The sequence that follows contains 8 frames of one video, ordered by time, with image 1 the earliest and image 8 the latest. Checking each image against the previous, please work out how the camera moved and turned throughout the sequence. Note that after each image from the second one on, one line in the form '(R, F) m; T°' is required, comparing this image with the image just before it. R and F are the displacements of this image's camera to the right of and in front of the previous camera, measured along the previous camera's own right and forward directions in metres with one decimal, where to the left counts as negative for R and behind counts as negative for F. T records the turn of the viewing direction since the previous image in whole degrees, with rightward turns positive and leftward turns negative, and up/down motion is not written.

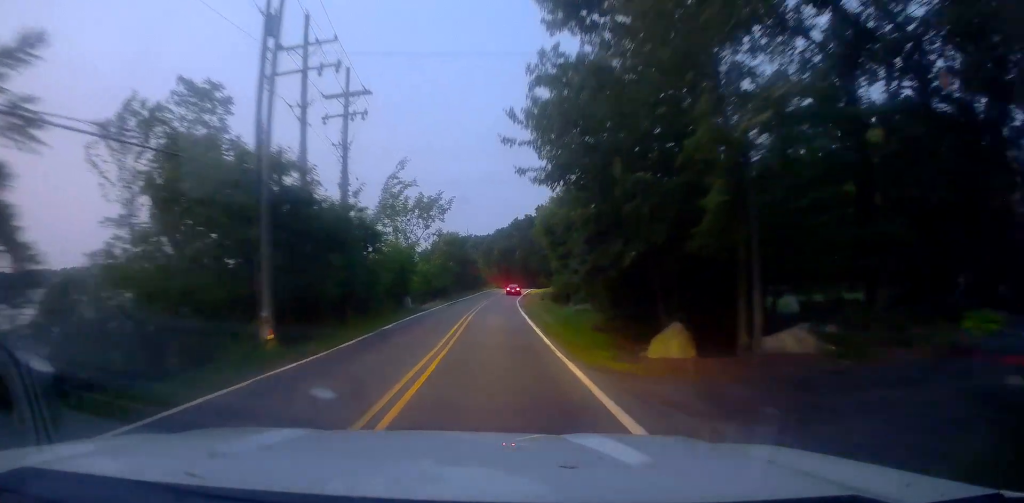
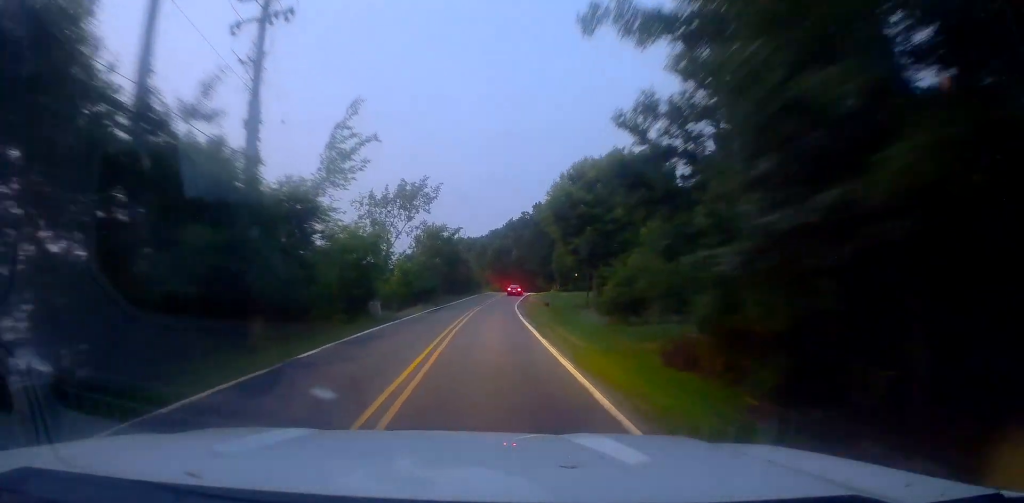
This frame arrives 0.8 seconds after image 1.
(+0.2, +10.1) m; 0°
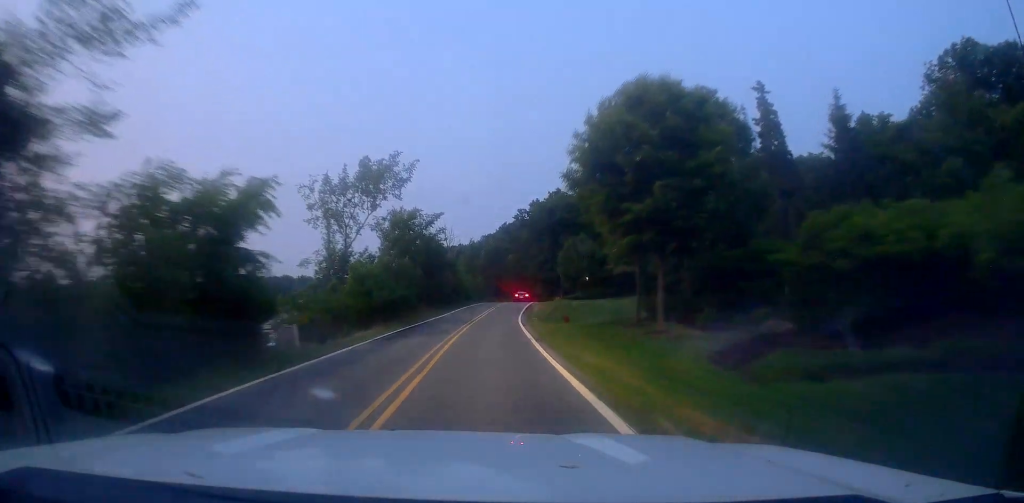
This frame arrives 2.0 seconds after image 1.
(-0.3, +14.7) m; 0°
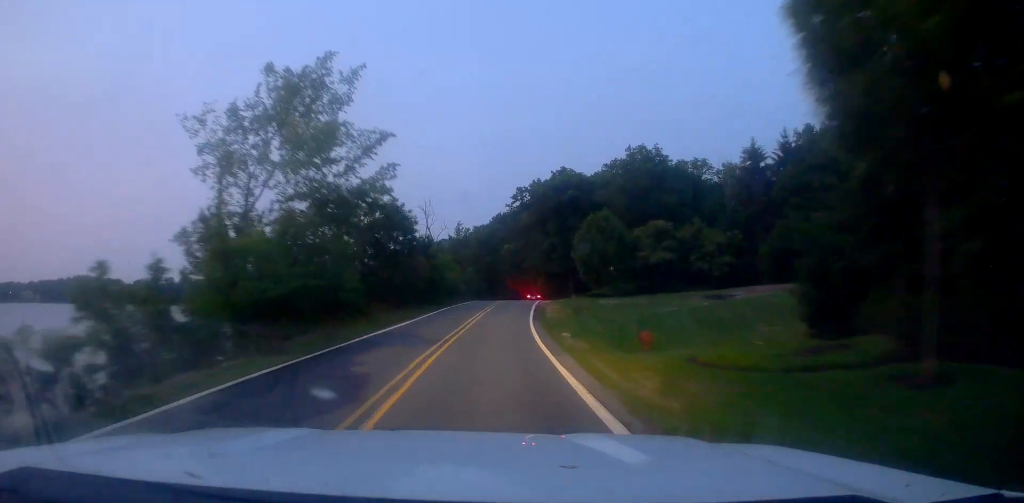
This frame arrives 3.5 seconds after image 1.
(+0.1, +18.4) m; +2°
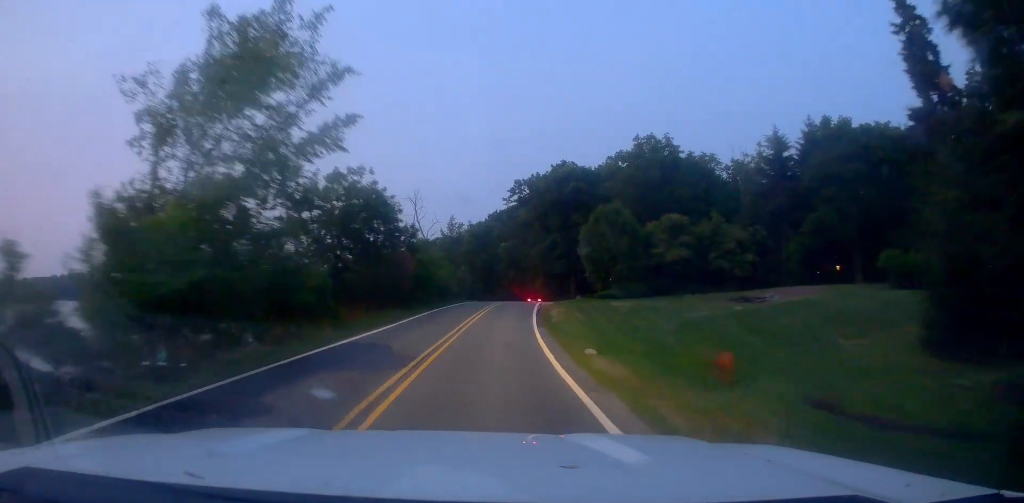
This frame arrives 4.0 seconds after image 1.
(+0.3, +5.9) m; +1°
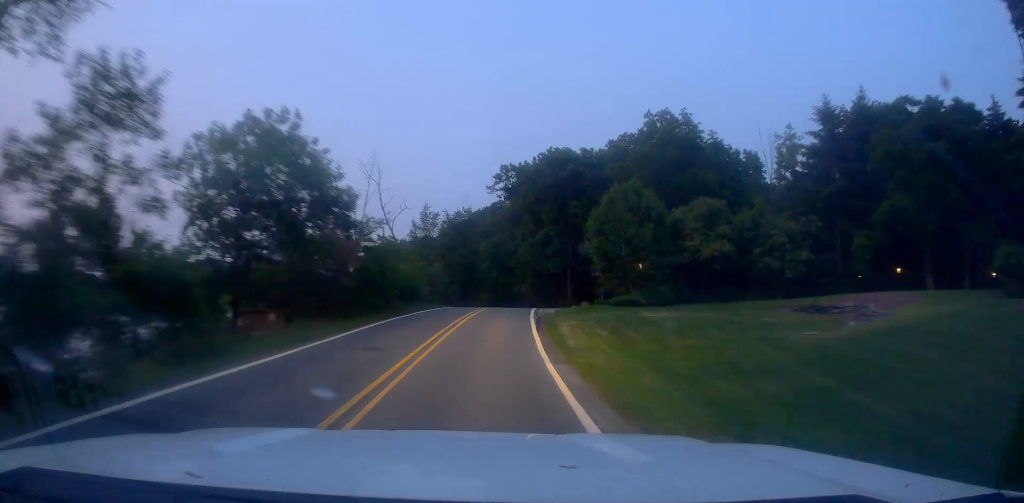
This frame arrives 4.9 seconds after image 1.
(+0.2, +11.8) m; +1°
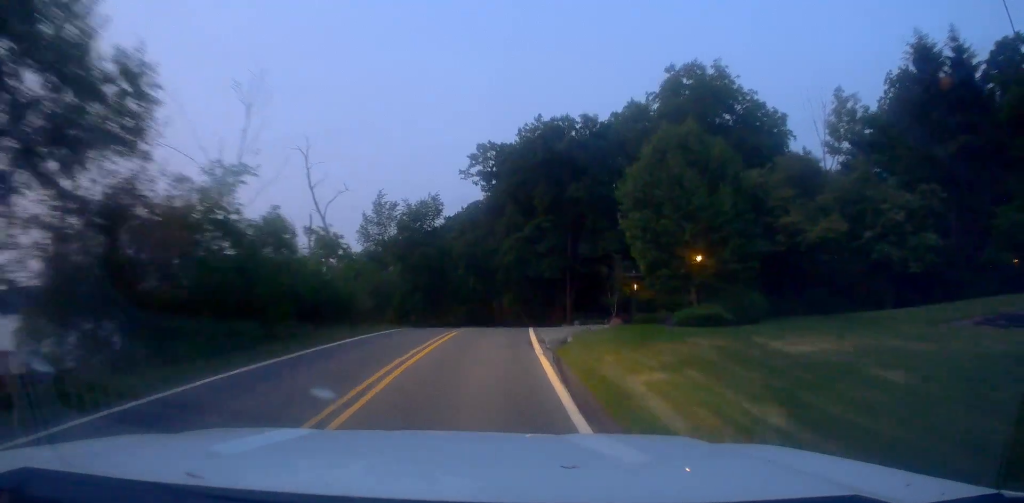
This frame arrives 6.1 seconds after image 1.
(0.0, +14.8) m; -1°
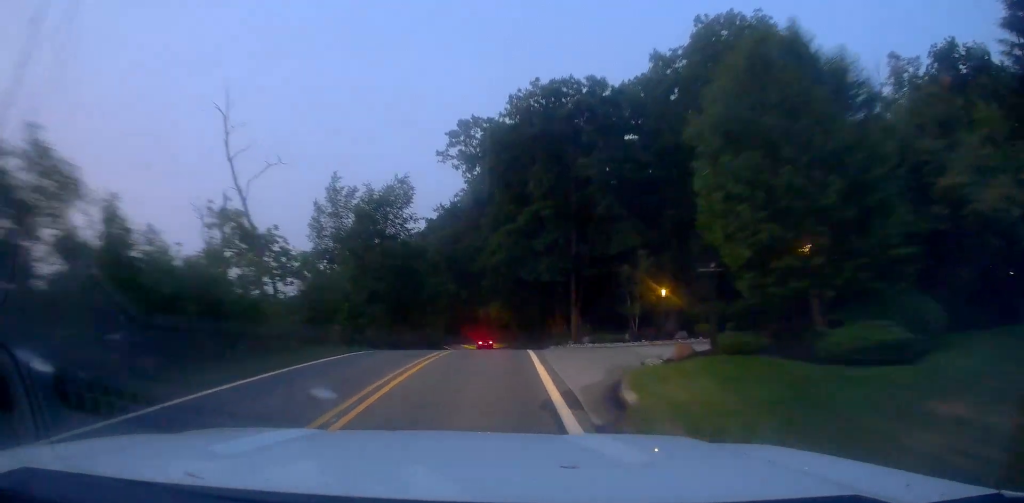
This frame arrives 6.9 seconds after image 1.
(-0.1, +10.2) m; -1°
